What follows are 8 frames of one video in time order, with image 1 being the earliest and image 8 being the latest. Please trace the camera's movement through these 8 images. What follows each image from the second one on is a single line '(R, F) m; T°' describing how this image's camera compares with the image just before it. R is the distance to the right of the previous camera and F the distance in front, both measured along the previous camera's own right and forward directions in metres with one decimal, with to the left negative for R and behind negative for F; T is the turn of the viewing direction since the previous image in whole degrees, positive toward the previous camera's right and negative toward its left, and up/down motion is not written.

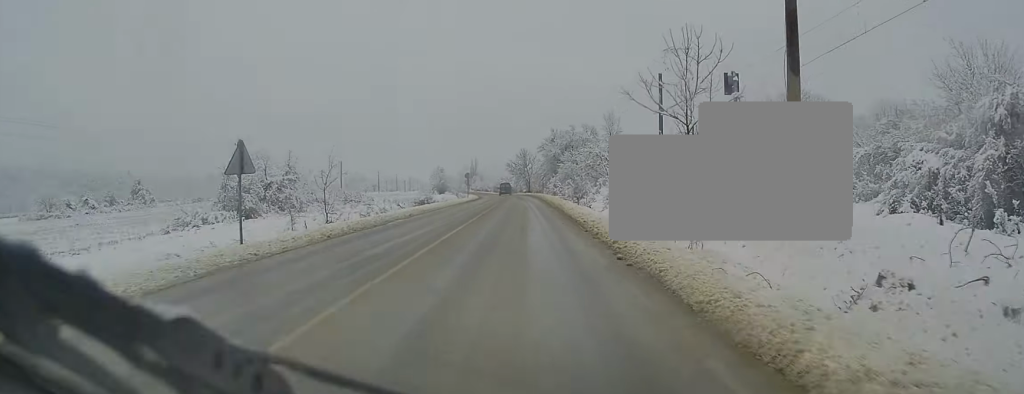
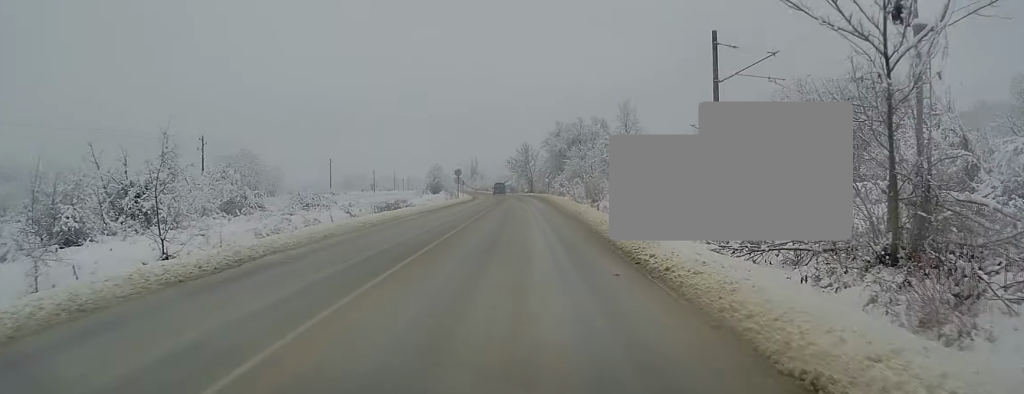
(-0.1, +13.5) m; 0°
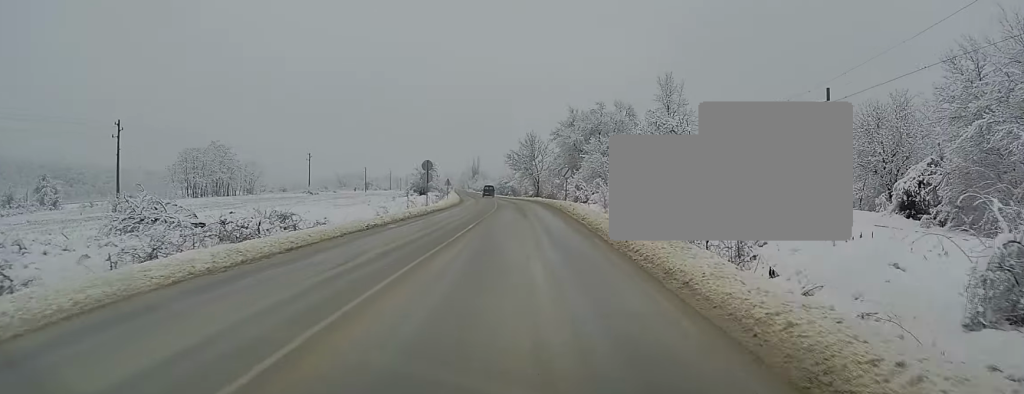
(+0.1, +23.3) m; 0°
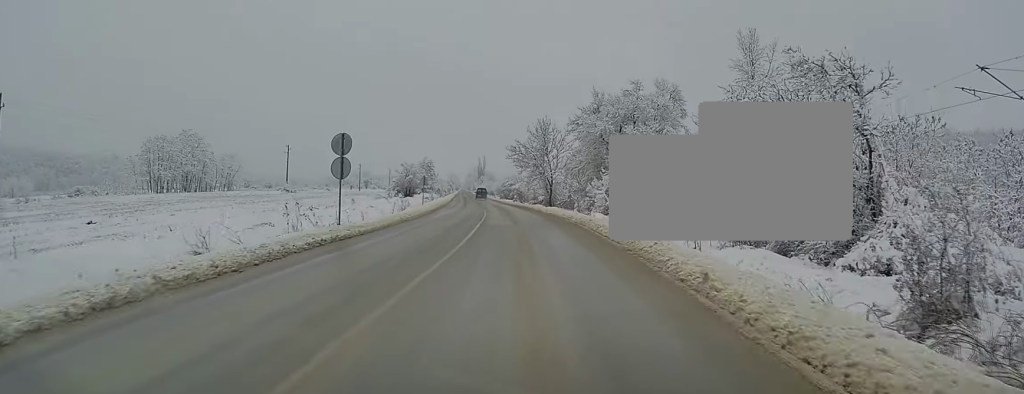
(-0.2, +22.1) m; -1°
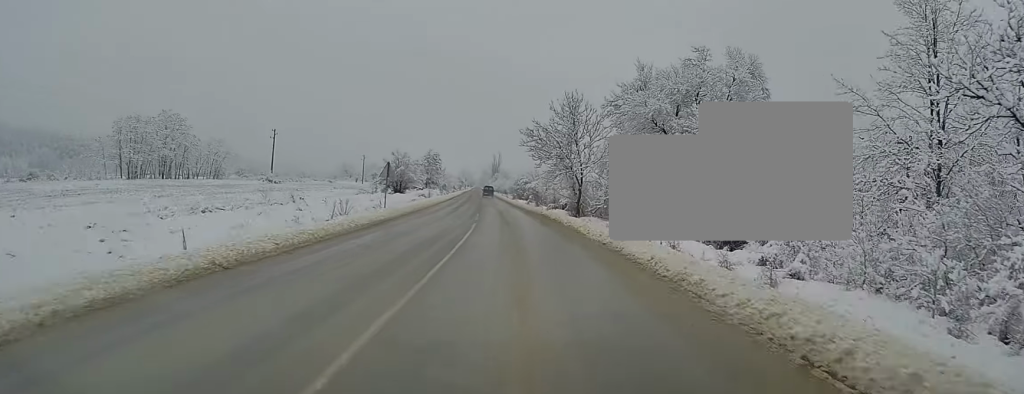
(-0.2, +18.3) m; -1°
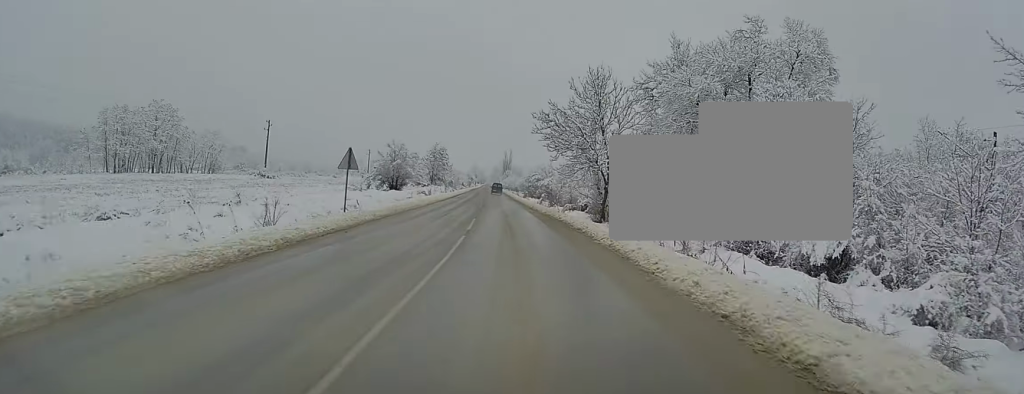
(+0.1, +9.0) m; 0°
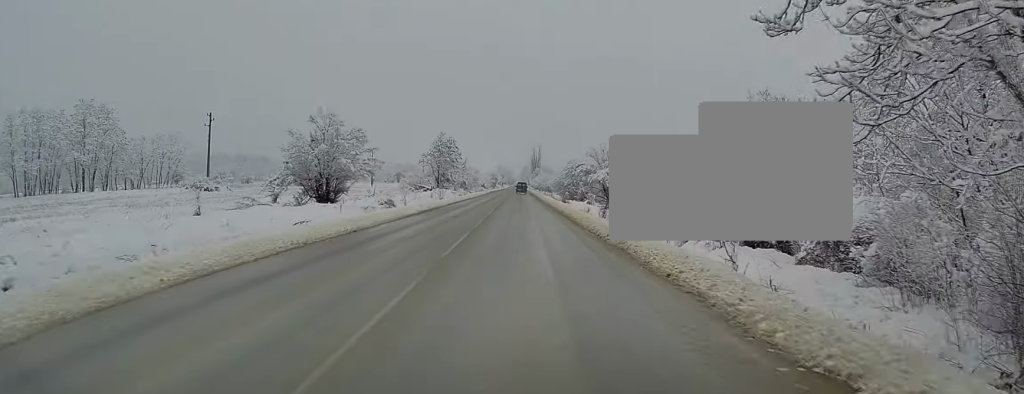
(-0.8, +33.3) m; -3°
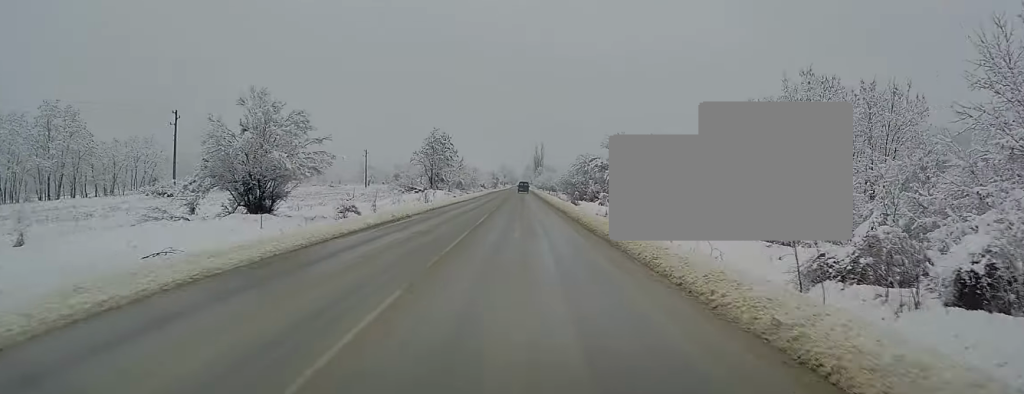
(0.0, +9.8) m; -1°
